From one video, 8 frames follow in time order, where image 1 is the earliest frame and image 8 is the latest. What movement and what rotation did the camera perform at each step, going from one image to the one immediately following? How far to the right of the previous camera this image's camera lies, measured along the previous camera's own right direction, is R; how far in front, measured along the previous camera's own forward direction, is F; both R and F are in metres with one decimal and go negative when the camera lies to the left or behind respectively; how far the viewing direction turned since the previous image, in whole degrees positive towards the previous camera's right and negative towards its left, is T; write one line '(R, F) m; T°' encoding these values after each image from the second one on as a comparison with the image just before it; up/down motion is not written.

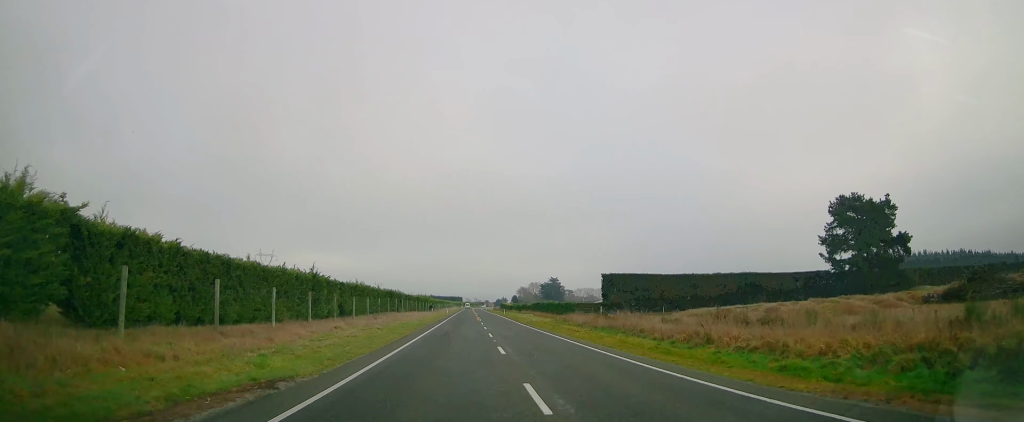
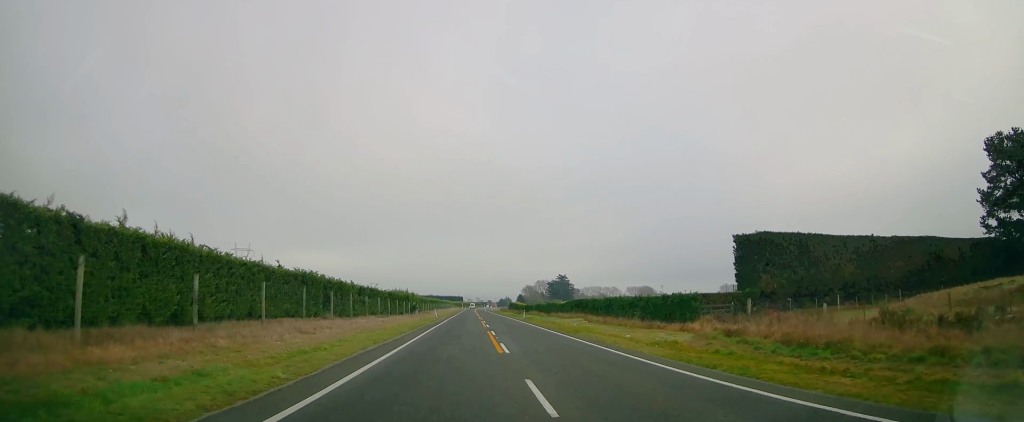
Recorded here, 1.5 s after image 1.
(-0.6, +39.8) m; -1°
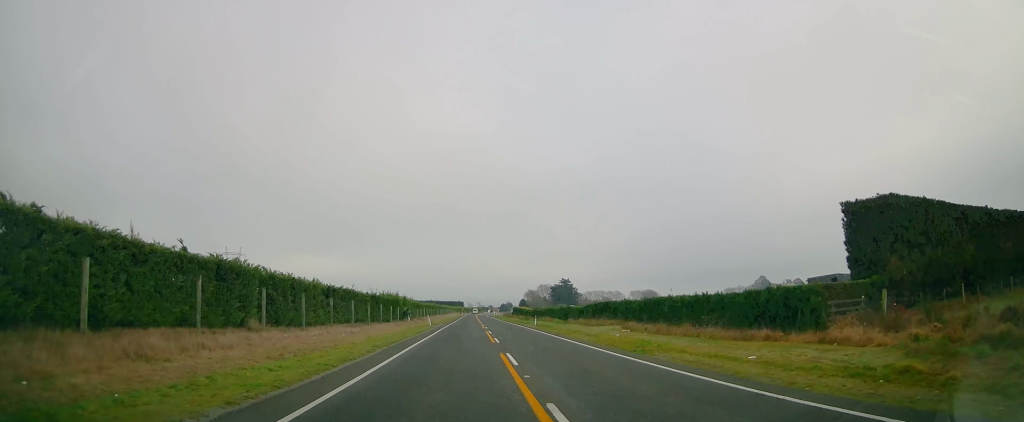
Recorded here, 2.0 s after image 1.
(-0.1, +12.4) m; 0°
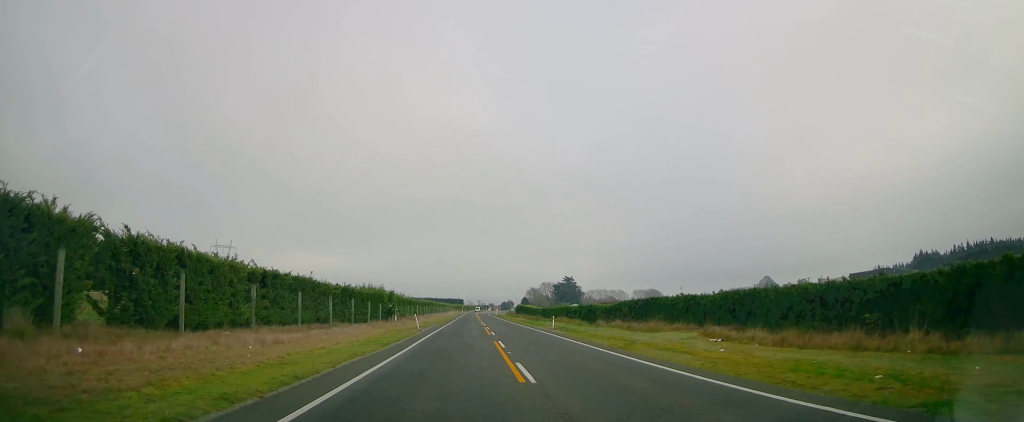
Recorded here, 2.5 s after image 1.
(+0.2, +13.3) m; 0°
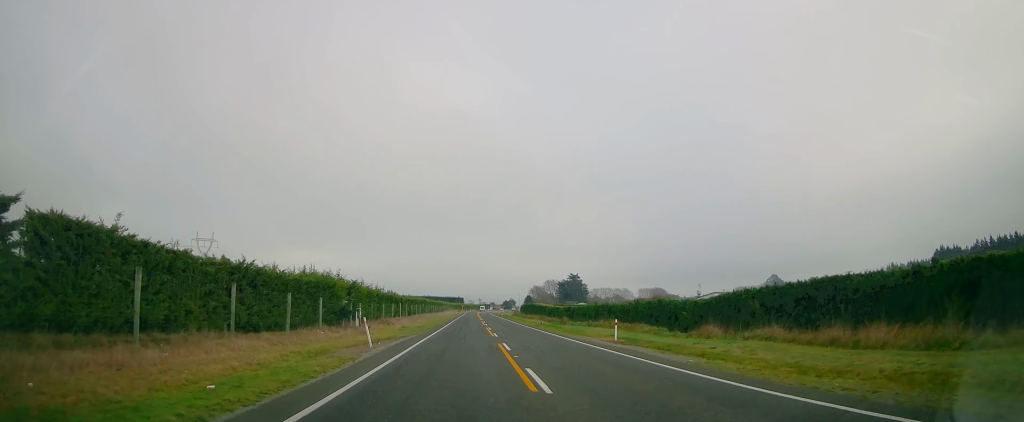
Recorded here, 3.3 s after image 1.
(+0.1, +21.2) m; 0°
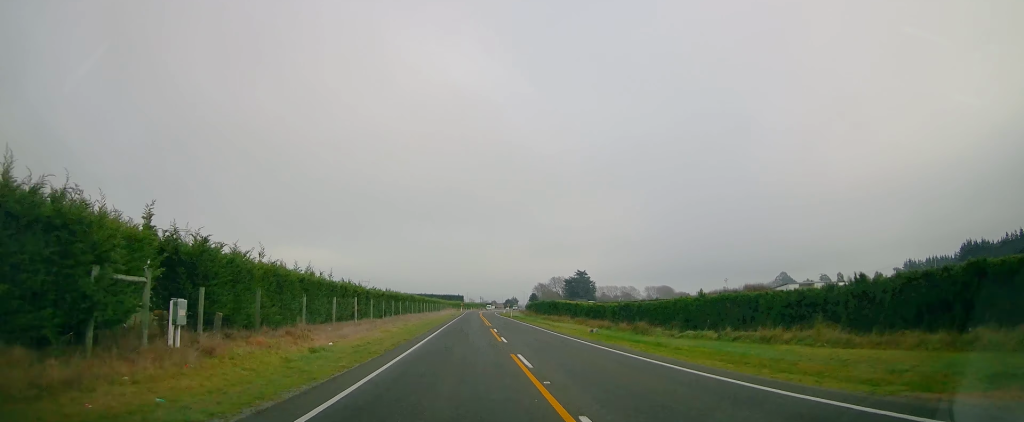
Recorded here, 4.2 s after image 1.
(-0.2, +25.6) m; -1°
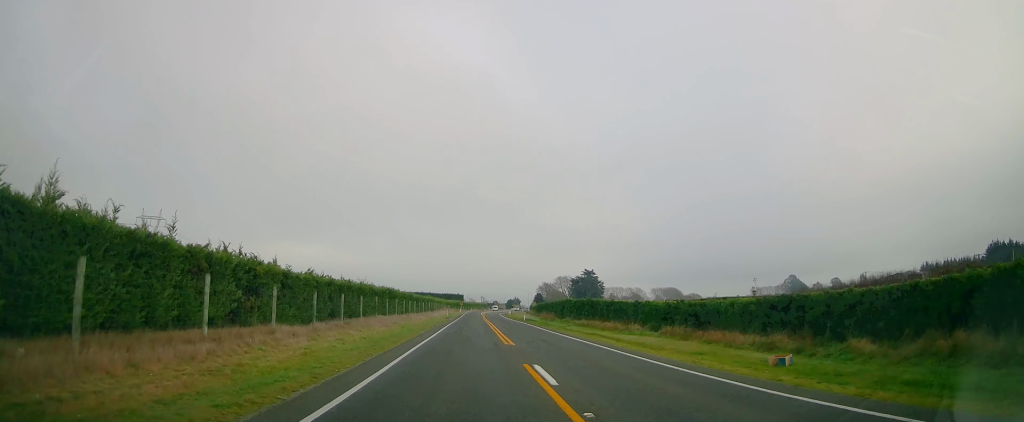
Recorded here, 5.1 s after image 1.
(-0.1, +23.0) m; 0°
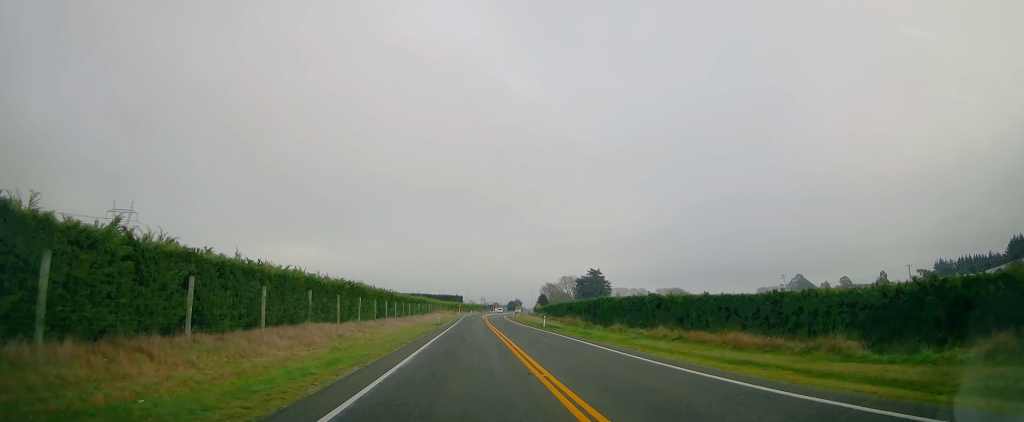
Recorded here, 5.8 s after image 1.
(+0.3, +19.5) m; 0°
